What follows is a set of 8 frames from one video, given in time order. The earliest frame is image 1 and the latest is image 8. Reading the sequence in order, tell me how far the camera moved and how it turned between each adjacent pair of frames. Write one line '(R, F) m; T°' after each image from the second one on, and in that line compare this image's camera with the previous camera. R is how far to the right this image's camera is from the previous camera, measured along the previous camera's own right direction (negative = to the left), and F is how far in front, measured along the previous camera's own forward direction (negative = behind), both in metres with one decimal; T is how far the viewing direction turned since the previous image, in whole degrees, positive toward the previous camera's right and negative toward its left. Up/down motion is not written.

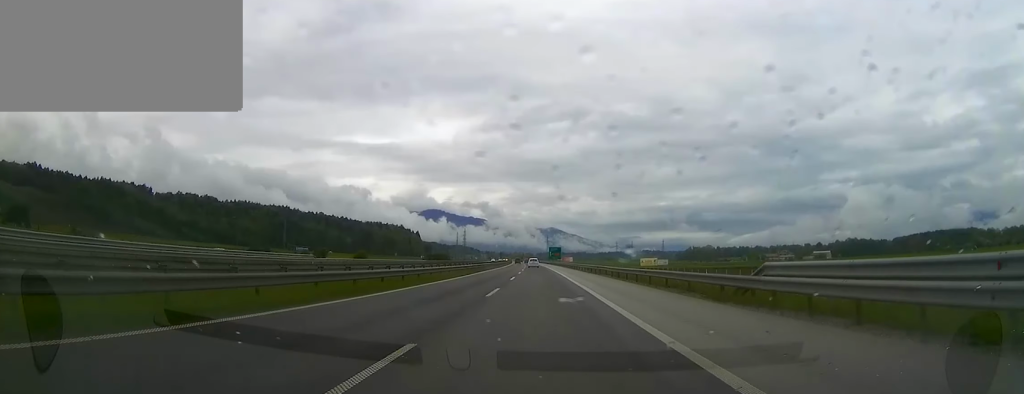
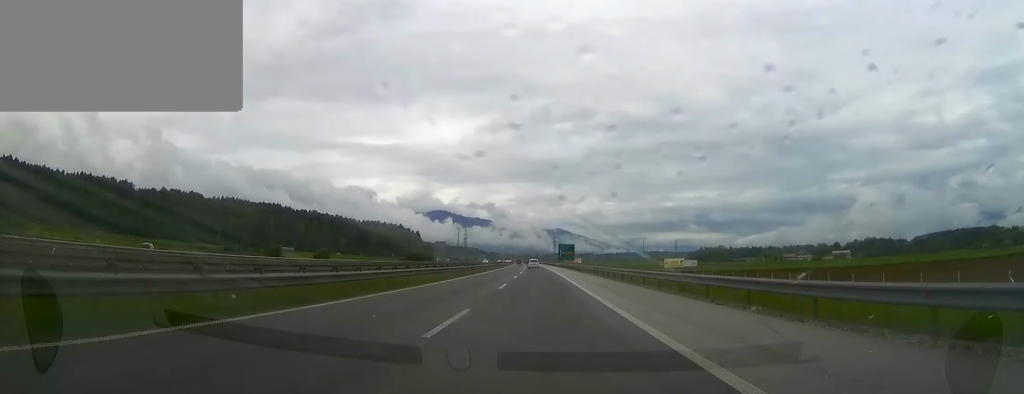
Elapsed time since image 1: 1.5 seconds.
(-0.9, +46.4) m; -1°
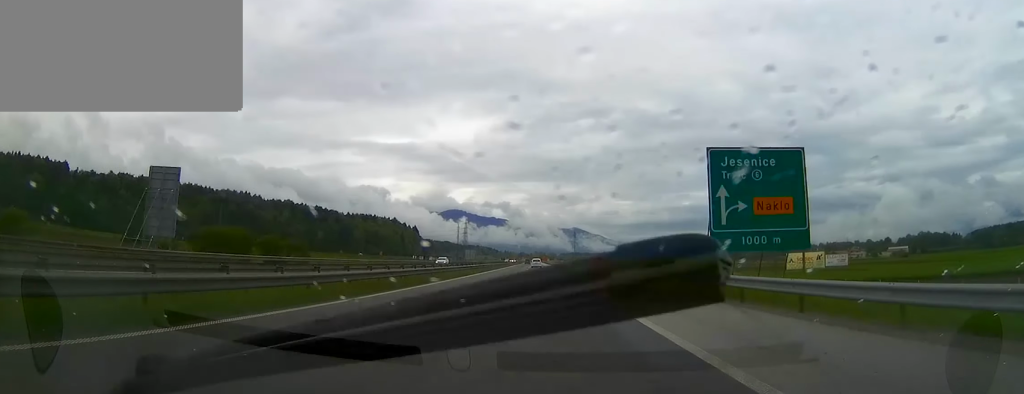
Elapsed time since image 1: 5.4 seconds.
(-0.9, +121.7) m; 0°
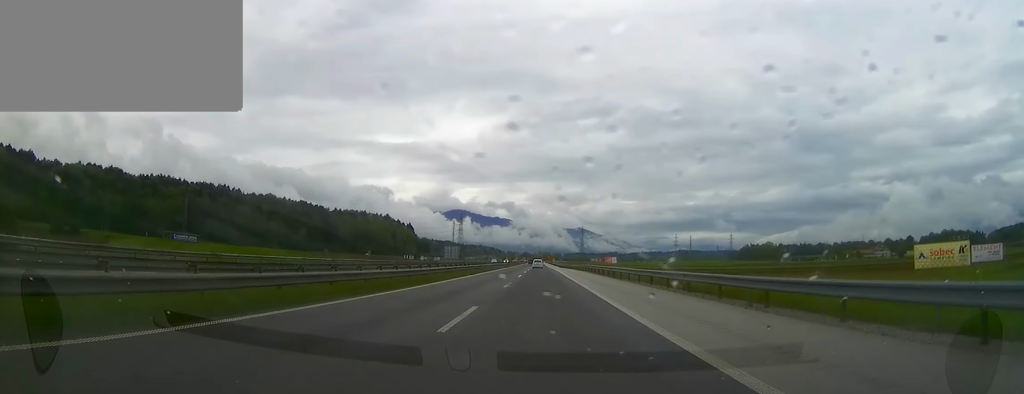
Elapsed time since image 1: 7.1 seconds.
(0.0, +53.7) m; 0°
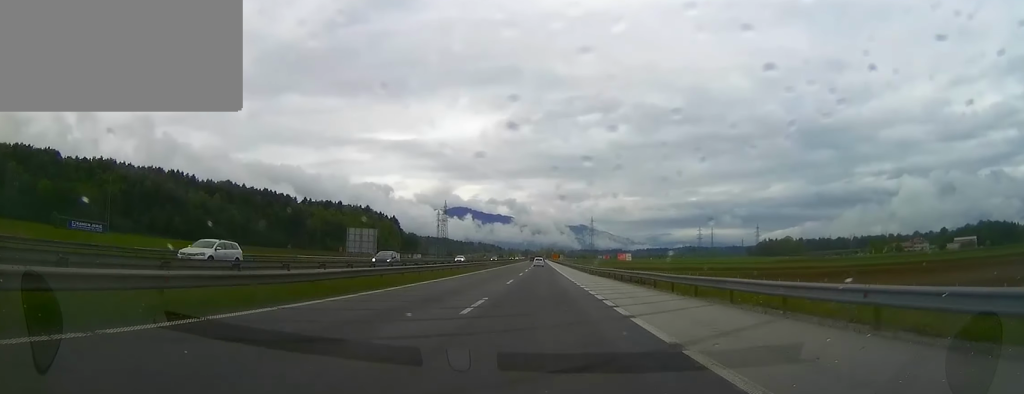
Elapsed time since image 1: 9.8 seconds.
(-0.5, +85.6) m; -1°
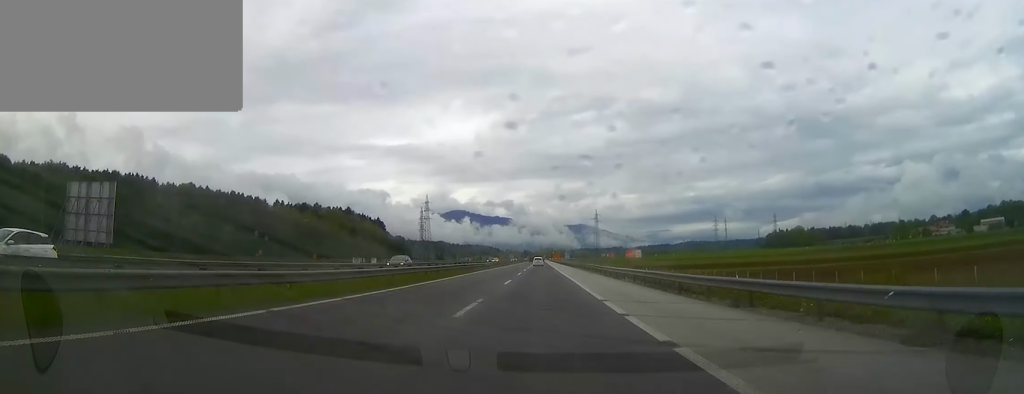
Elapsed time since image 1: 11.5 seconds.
(-0.4, +54.1) m; 0°
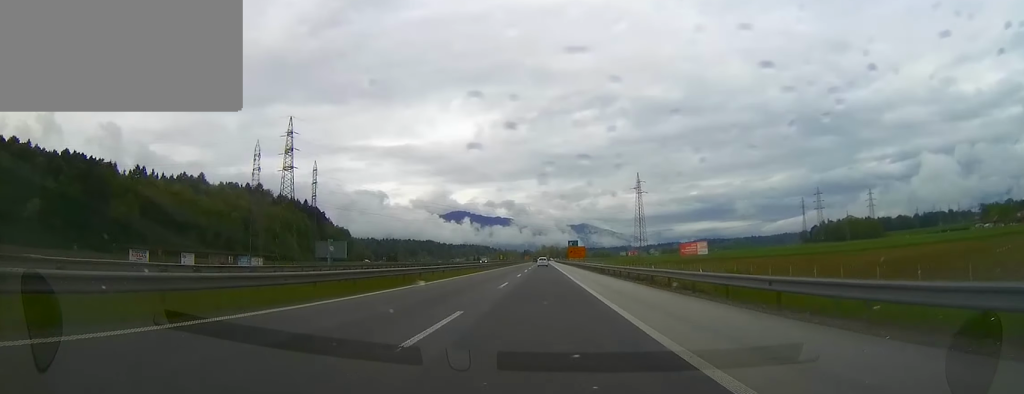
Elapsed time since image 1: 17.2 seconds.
(+0.3, +182.3) m; 0°
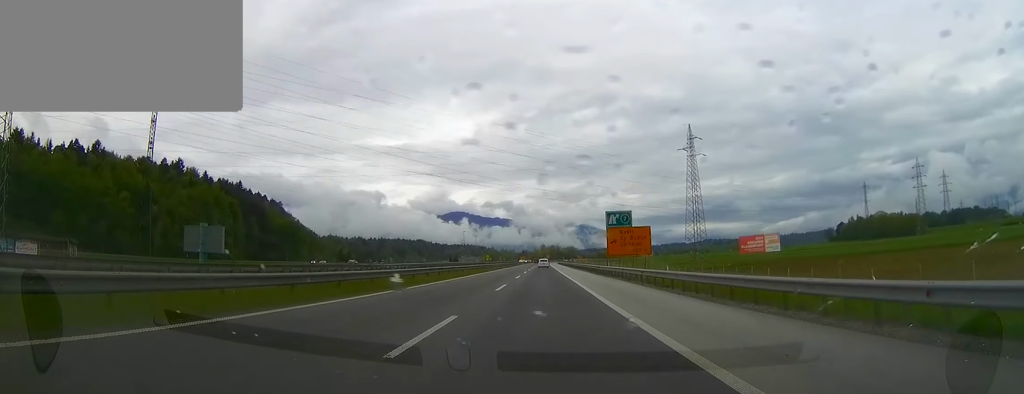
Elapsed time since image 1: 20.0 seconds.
(0.0, +89.8) m; 0°
